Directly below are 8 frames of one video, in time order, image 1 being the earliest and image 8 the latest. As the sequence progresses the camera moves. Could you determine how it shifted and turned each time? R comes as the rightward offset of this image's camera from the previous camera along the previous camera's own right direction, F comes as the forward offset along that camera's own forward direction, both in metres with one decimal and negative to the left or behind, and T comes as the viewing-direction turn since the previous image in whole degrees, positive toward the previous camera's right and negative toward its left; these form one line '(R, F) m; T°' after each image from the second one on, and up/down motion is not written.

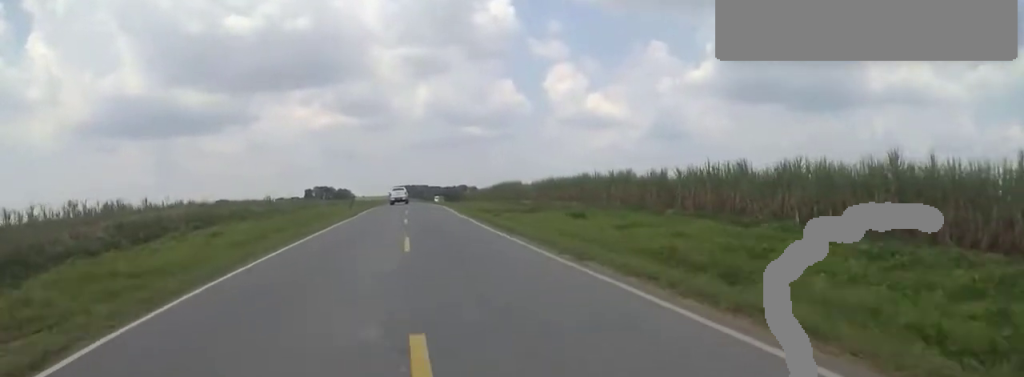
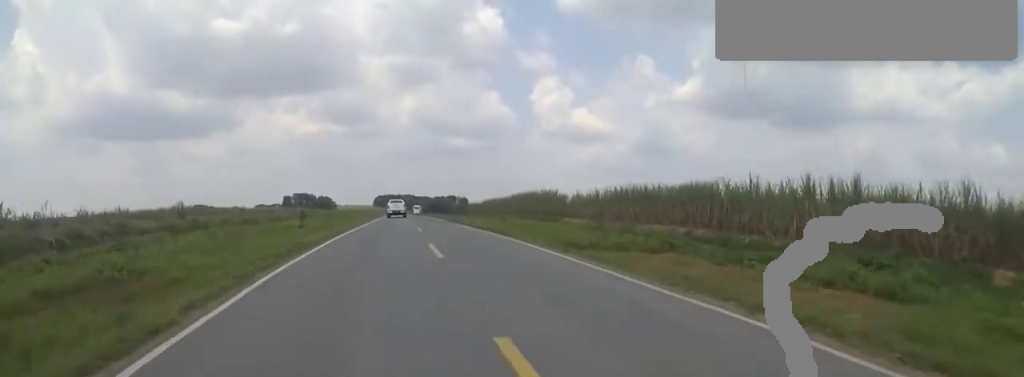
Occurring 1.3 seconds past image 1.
(+0.5, +25.3) m; +1°
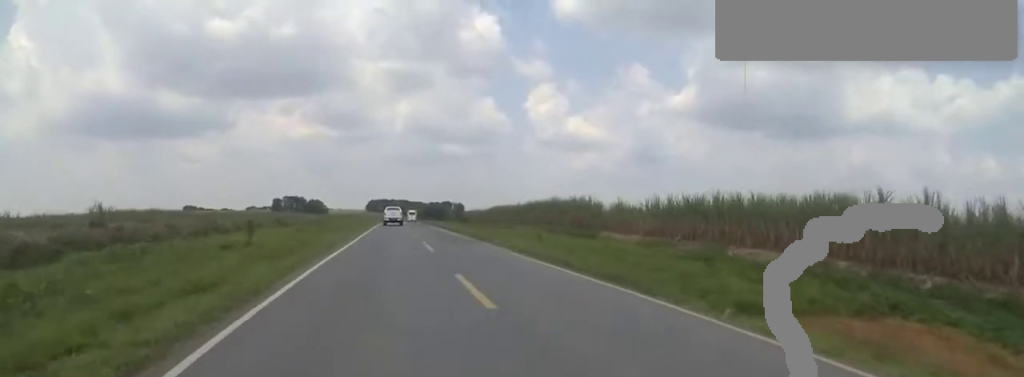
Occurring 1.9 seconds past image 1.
(-0.1, +12.0) m; 0°
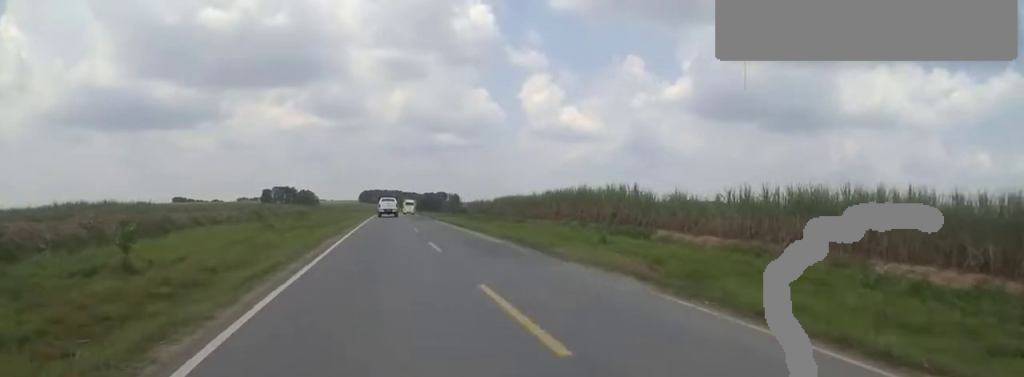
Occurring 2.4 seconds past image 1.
(0.0, +10.6) m; 0°
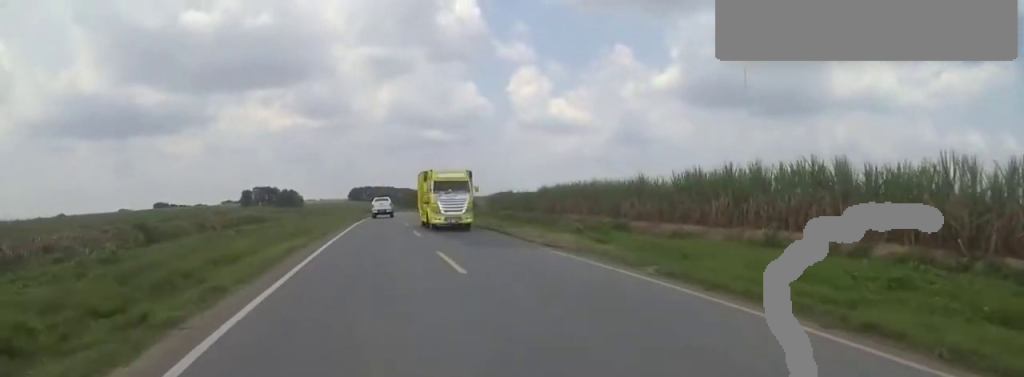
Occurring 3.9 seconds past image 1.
(+0.1, +29.8) m; +1°
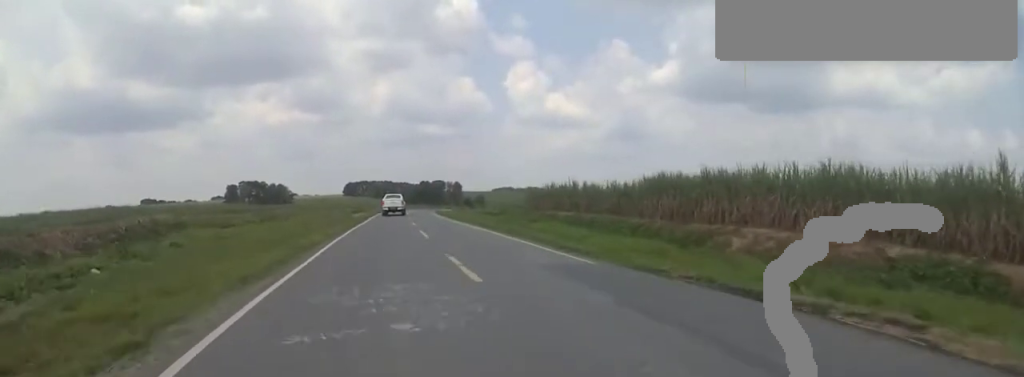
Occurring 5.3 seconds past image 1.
(+0.3, +25.5) m; +2°
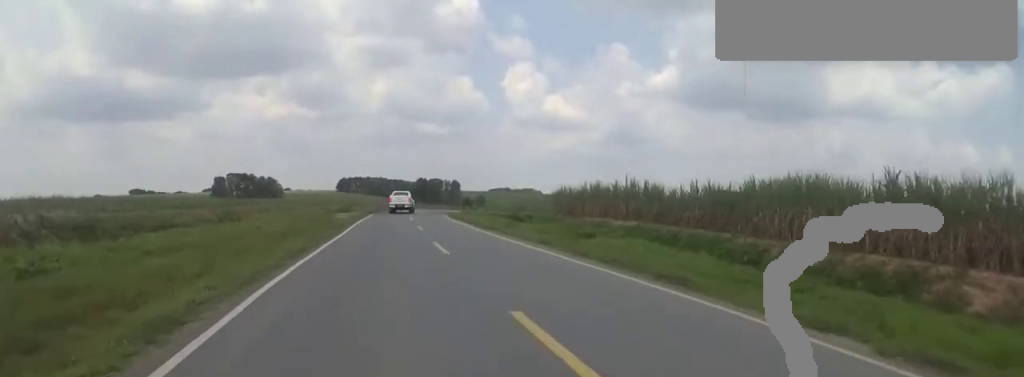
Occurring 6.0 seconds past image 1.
(+0.1, +13.0) m; +1°
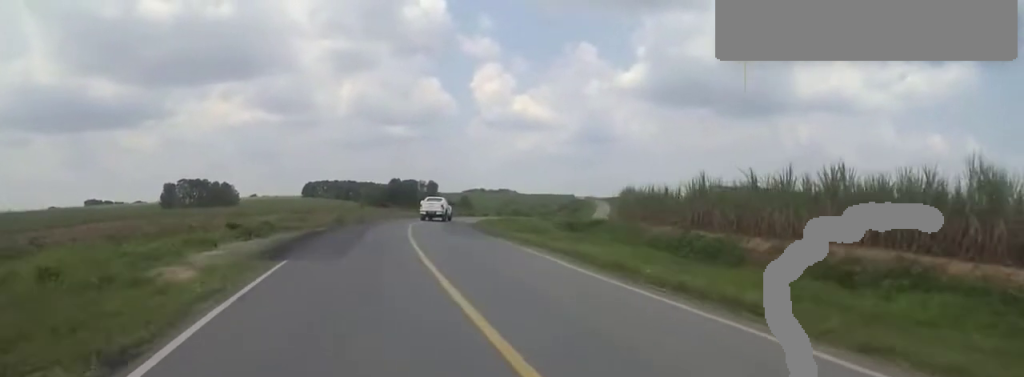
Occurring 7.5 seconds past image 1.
(+0.7, +27.3) m; +6°
